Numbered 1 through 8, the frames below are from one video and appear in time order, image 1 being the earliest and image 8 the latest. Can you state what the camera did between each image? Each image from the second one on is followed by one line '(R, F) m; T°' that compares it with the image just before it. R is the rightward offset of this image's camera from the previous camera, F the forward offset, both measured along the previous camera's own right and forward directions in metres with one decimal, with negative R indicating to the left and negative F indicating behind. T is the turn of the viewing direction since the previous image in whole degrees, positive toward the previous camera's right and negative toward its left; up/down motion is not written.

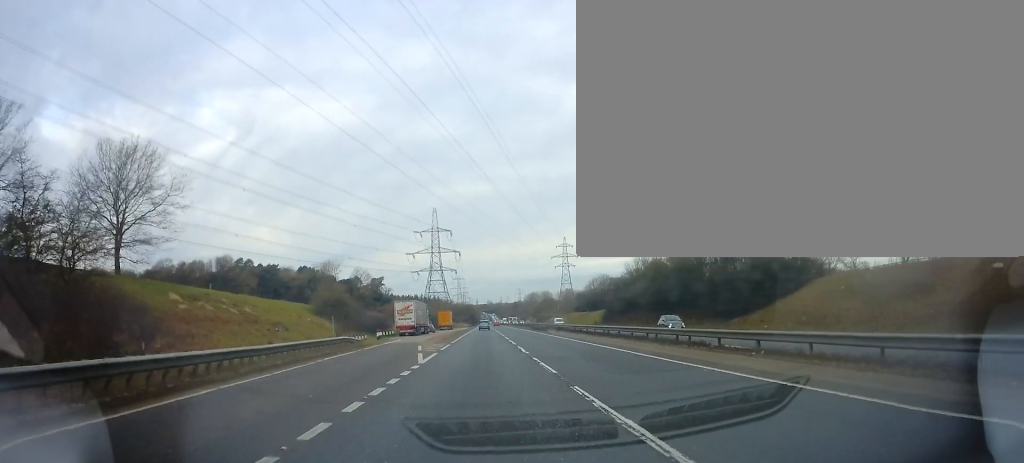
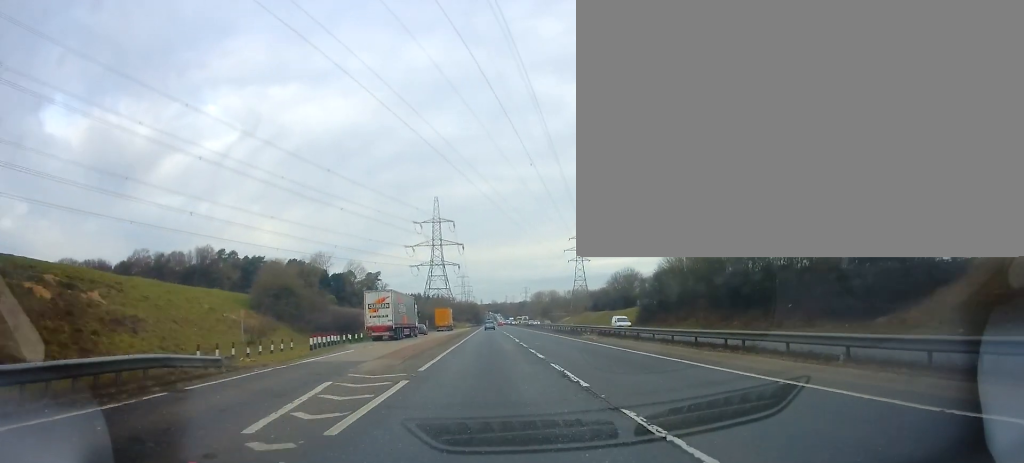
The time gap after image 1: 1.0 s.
(-0.4, +23.4) m; -1°
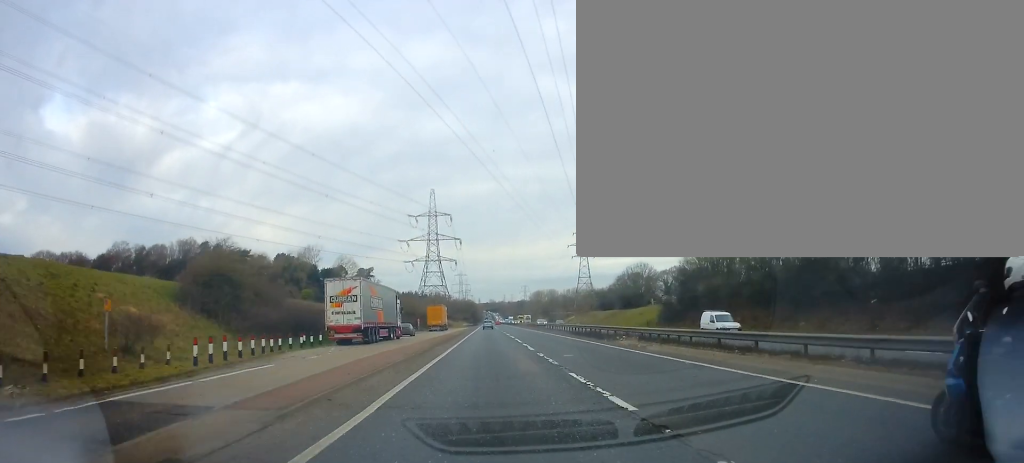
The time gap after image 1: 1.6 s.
(0.0, +13.6) m; 0°
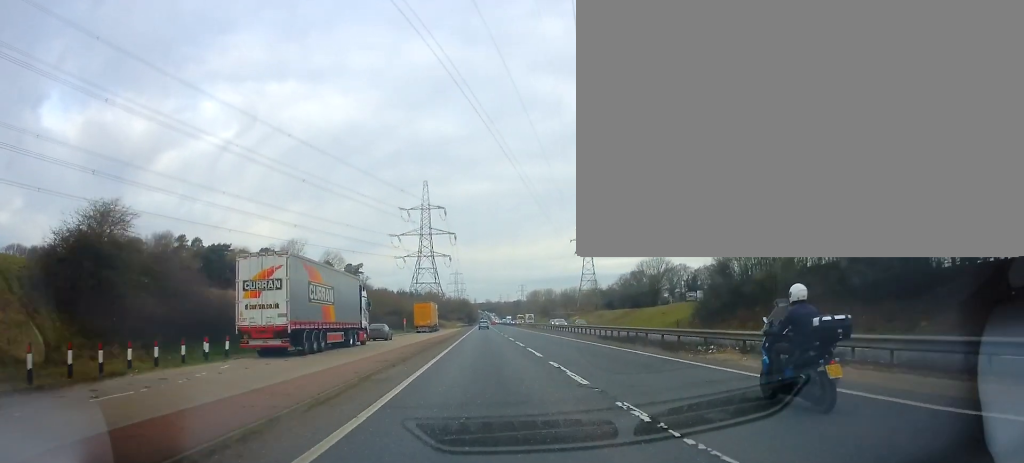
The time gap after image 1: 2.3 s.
(+0.1, +14.9) m; +1°
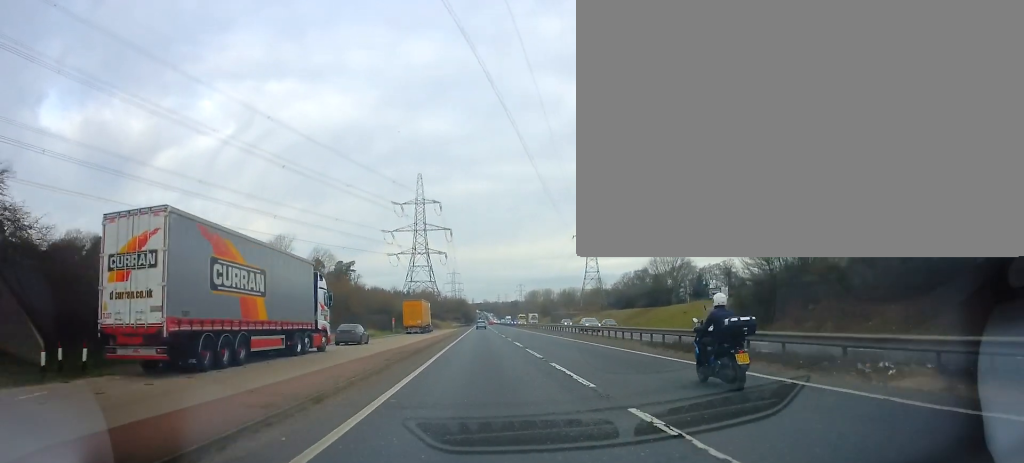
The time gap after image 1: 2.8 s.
(+0.1, +10.4) m; 0°
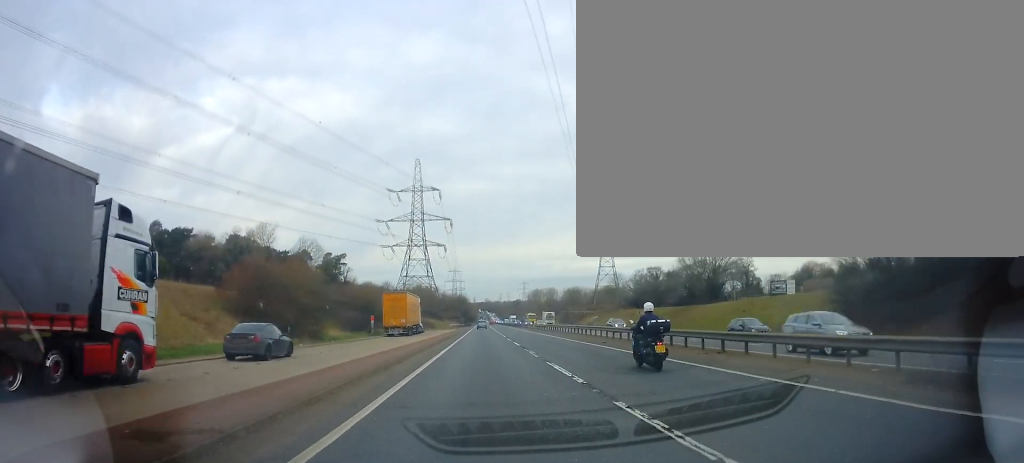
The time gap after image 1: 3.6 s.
(0.0, +17.9) m; 0°
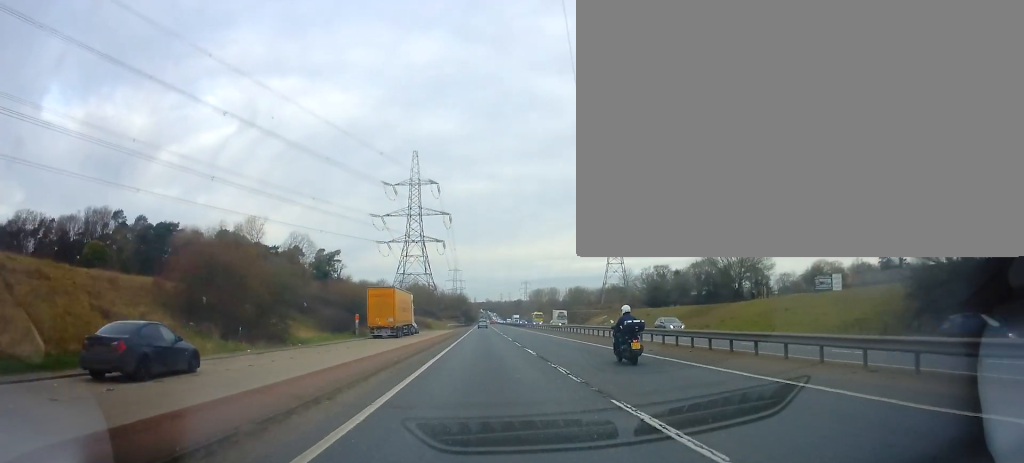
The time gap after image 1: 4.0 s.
(0.0, +9.1) m; 0°
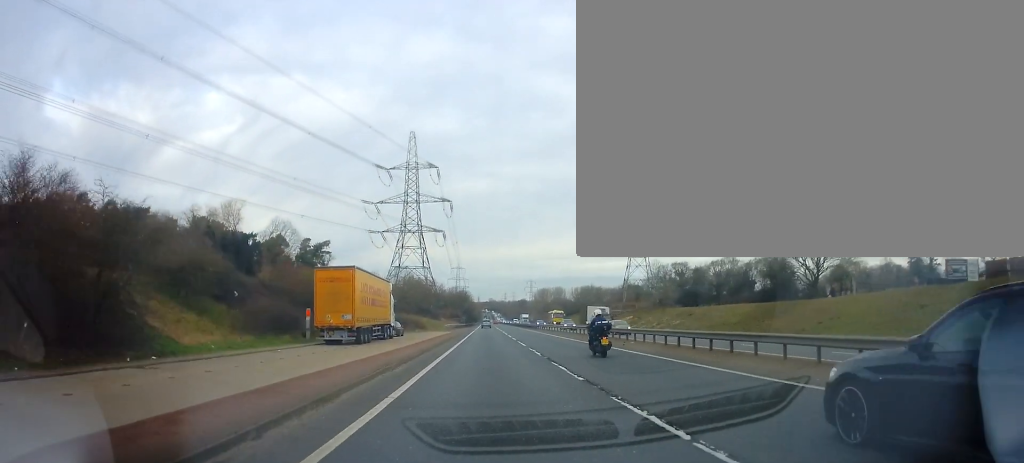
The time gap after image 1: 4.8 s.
(-0.1, +18.4) m; 0°
